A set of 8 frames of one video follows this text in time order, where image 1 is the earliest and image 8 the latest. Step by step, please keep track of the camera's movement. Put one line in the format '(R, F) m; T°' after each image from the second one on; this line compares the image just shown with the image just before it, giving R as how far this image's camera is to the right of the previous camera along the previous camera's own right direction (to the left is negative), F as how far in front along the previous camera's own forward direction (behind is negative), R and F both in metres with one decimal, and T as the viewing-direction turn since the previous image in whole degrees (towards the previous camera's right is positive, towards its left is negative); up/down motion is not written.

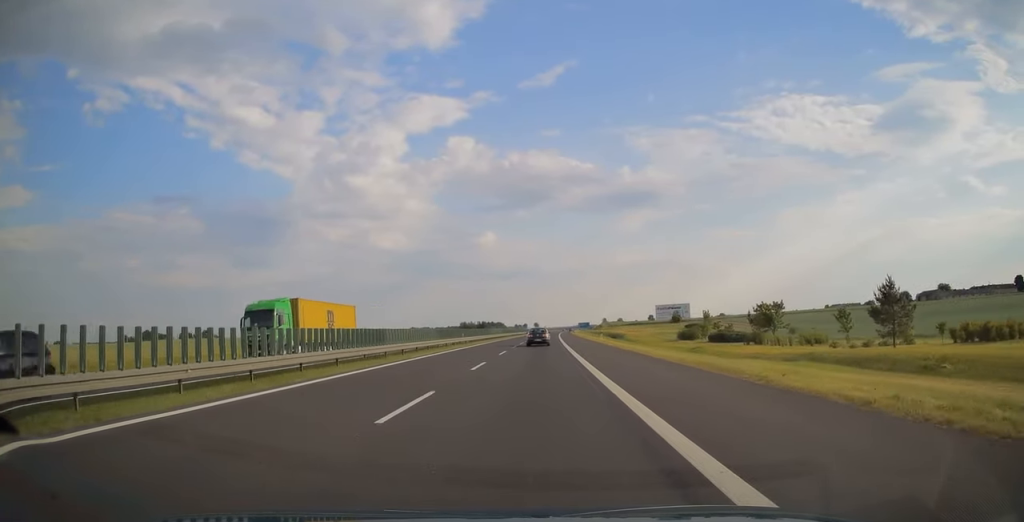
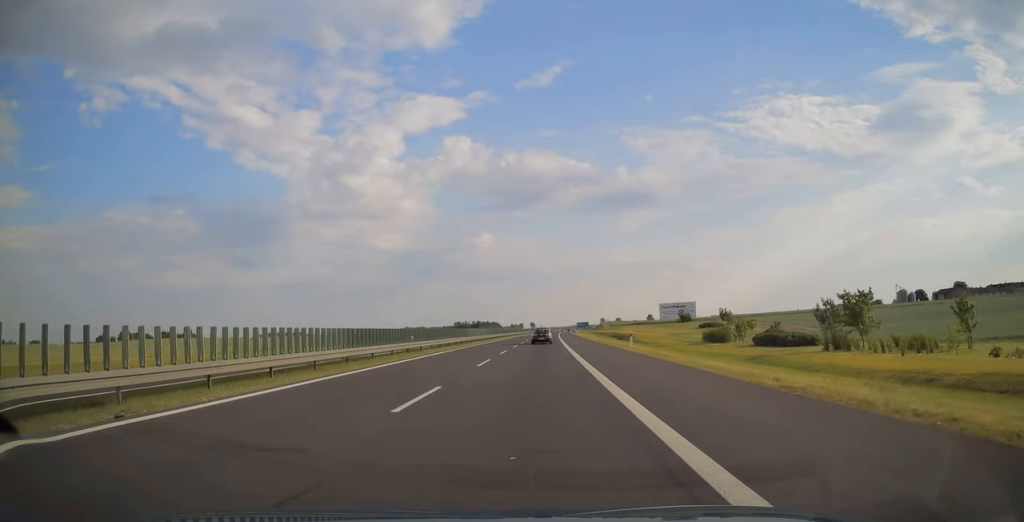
(+0.2, +22.5) m; 0°
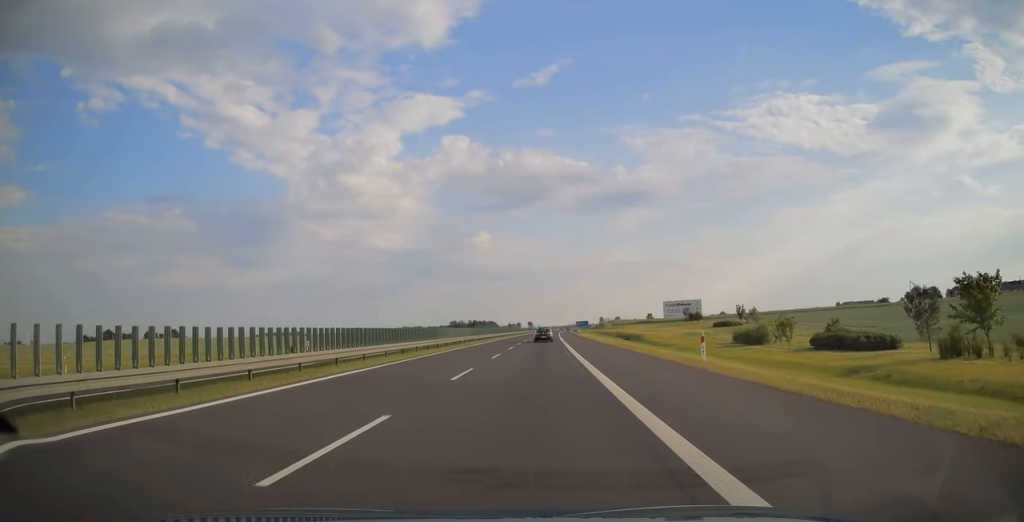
(+0.1, +17.5) m; 0°
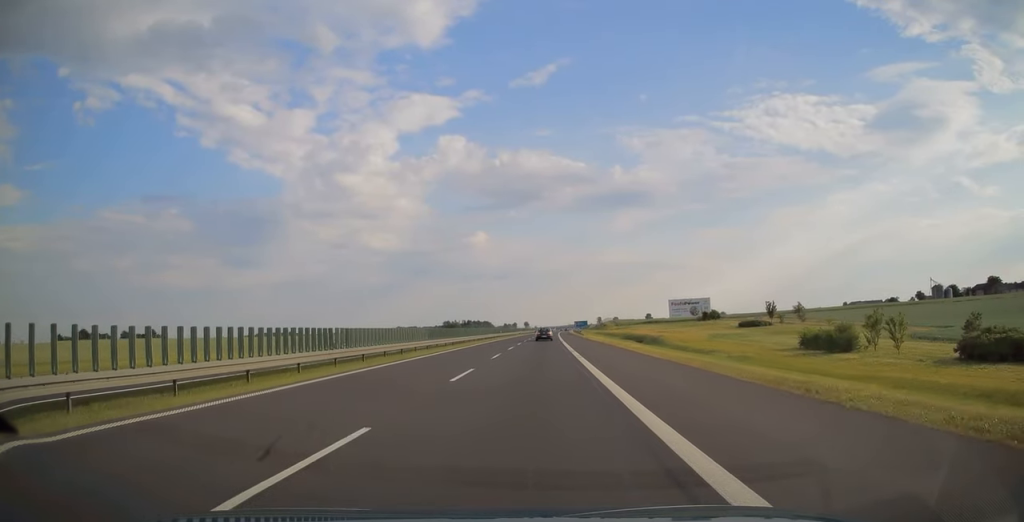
(0.0, +24.1) m; 0°
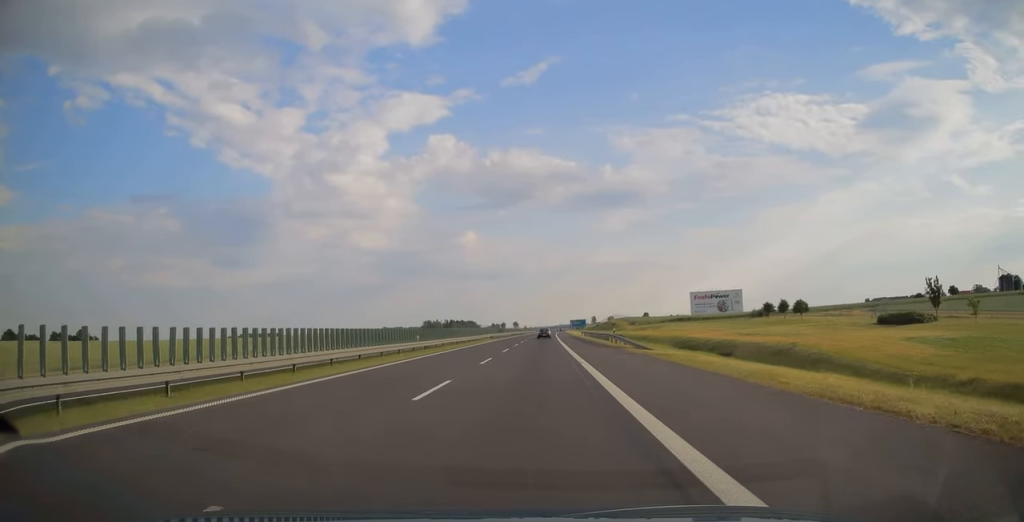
(+0.5, +64.0) m; +1°
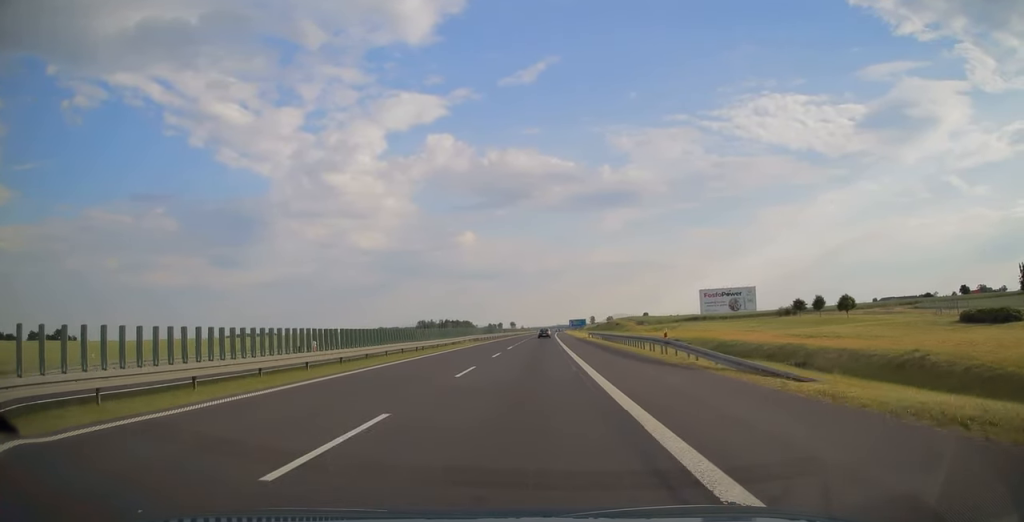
(+0.1, +18.5) m; 0°
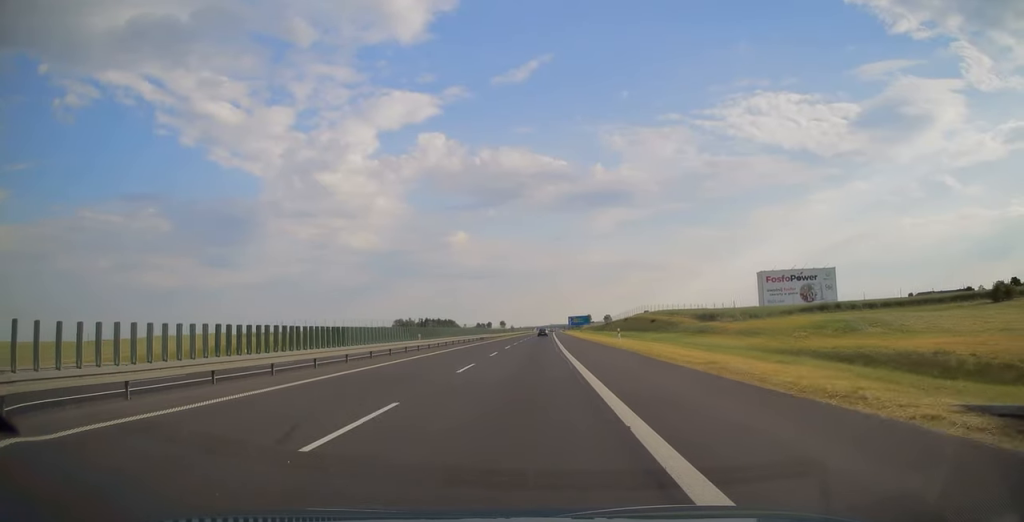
(+0.5, +70.5) m; +1°
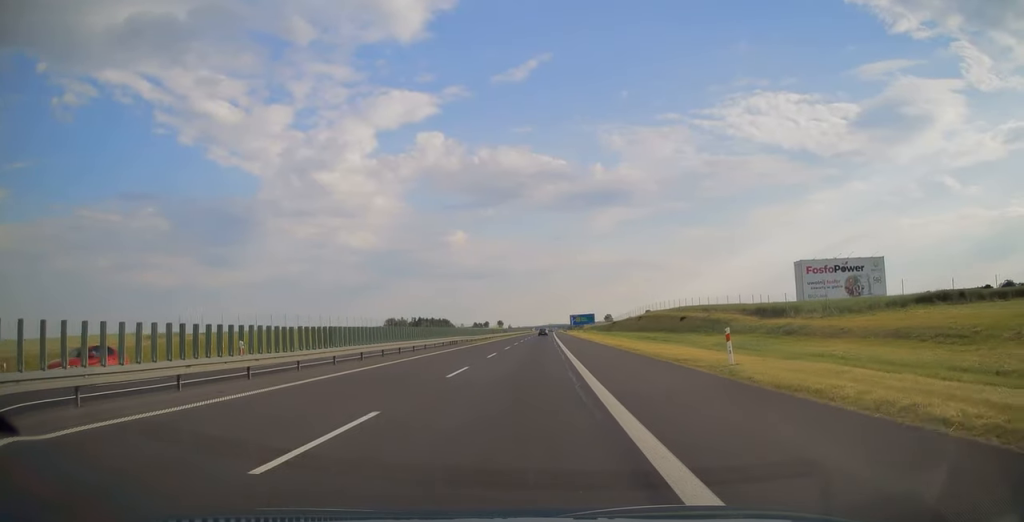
(0.0, +25.7) m; 0°
